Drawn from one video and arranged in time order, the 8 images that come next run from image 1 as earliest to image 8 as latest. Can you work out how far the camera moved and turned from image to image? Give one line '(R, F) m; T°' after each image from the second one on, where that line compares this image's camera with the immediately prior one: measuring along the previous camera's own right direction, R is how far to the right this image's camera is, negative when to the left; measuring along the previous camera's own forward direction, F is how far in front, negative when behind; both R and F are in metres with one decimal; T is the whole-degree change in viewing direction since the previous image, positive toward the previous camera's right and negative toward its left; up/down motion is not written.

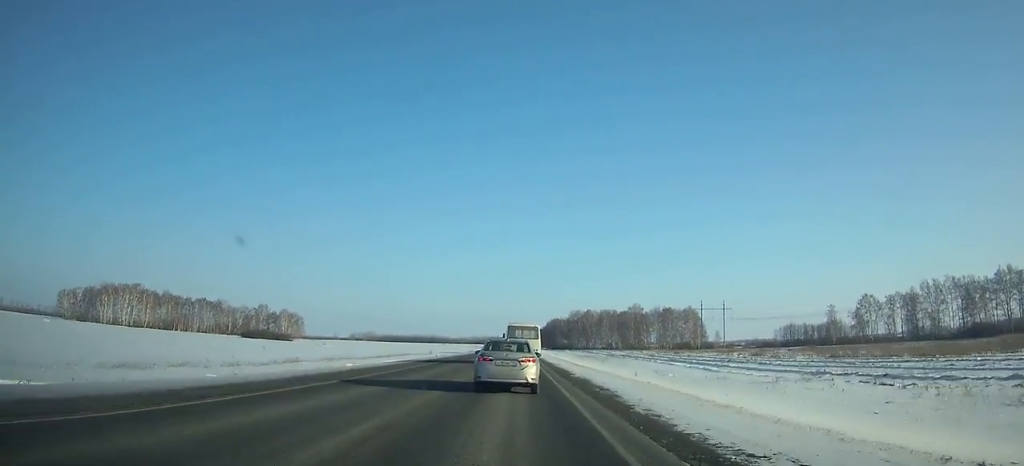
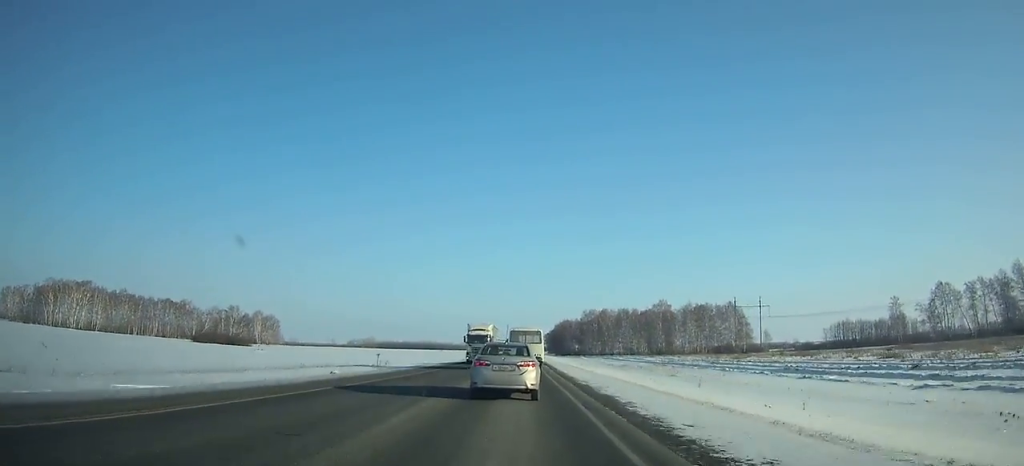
(0.0, +44.5) m; 0°
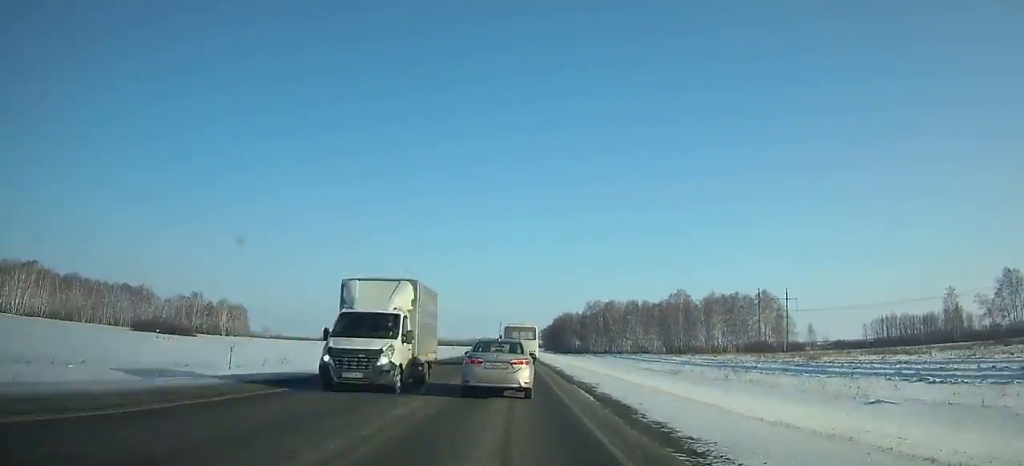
(0.0, +35.0) m; 0°
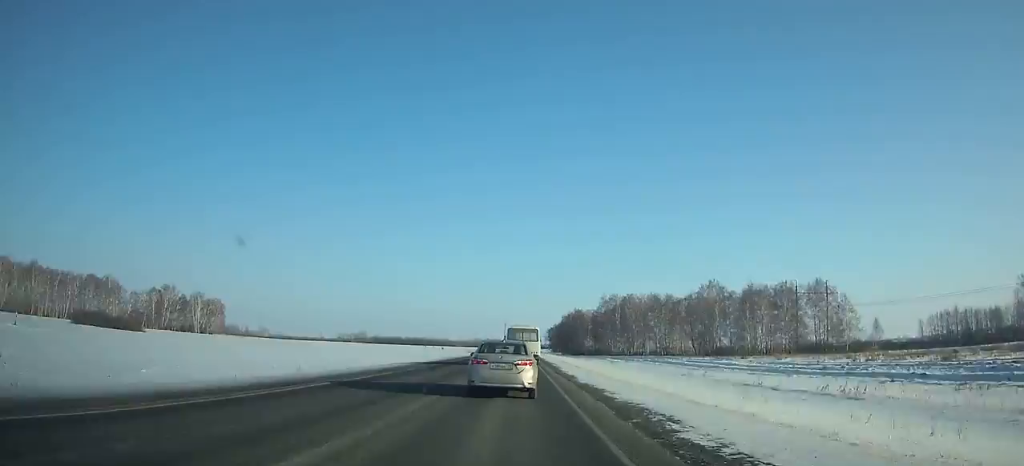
(0.0, +31.1) m; 0°
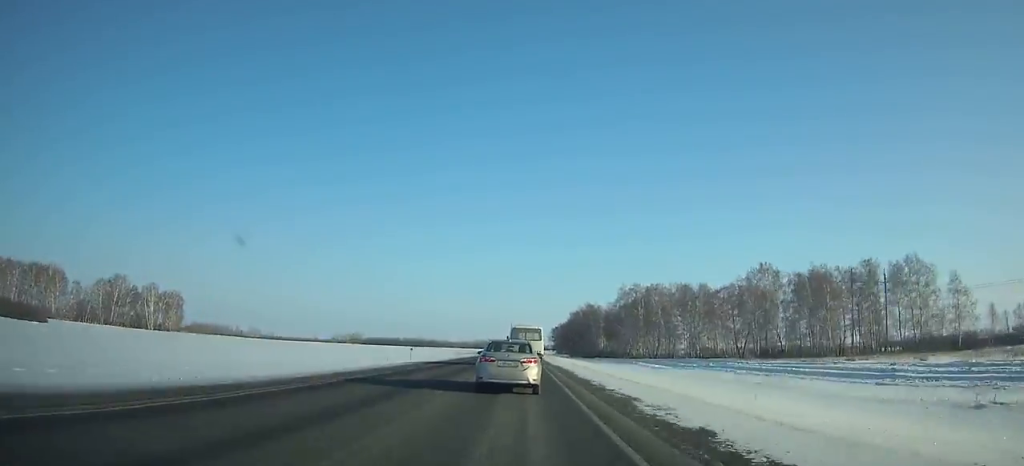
(-0.1, +38.4) m; 0°
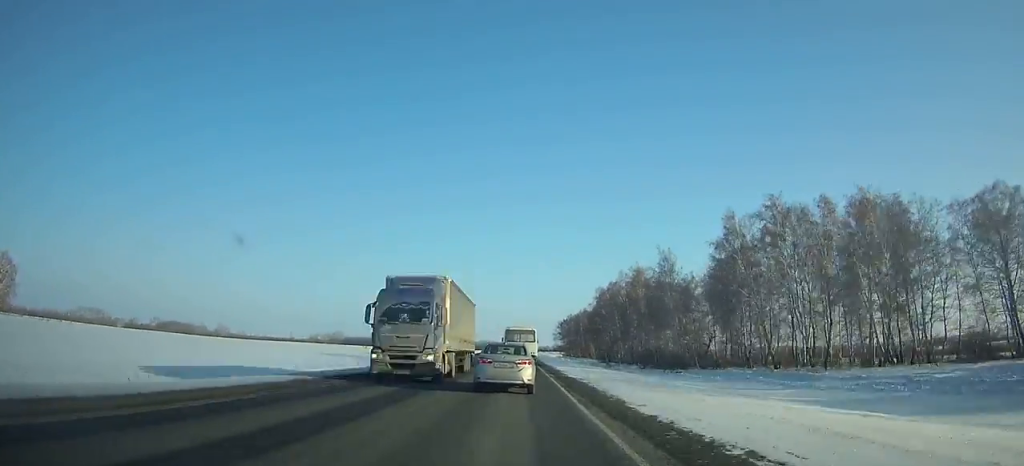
(0.0, +95.1) m; 0°
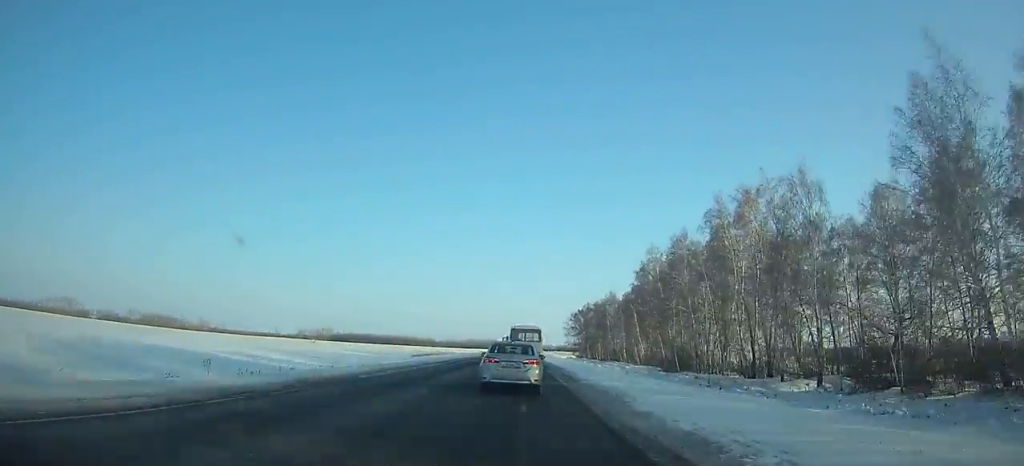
(0.0, +56.6) m; 0°
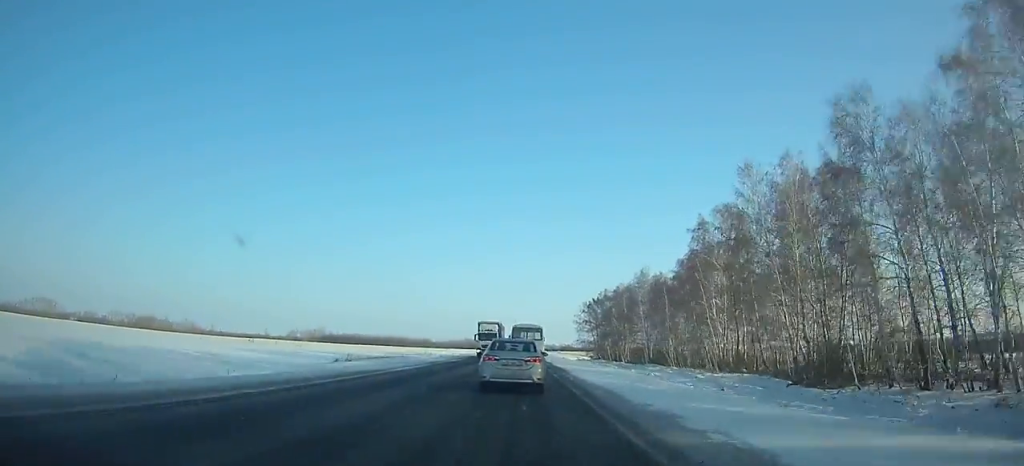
(0.0, +40.0) m; 0°
